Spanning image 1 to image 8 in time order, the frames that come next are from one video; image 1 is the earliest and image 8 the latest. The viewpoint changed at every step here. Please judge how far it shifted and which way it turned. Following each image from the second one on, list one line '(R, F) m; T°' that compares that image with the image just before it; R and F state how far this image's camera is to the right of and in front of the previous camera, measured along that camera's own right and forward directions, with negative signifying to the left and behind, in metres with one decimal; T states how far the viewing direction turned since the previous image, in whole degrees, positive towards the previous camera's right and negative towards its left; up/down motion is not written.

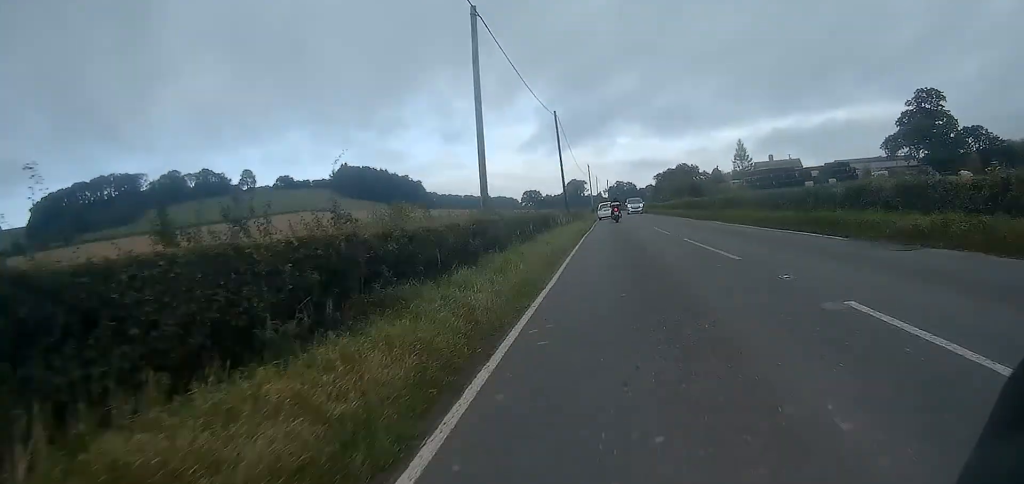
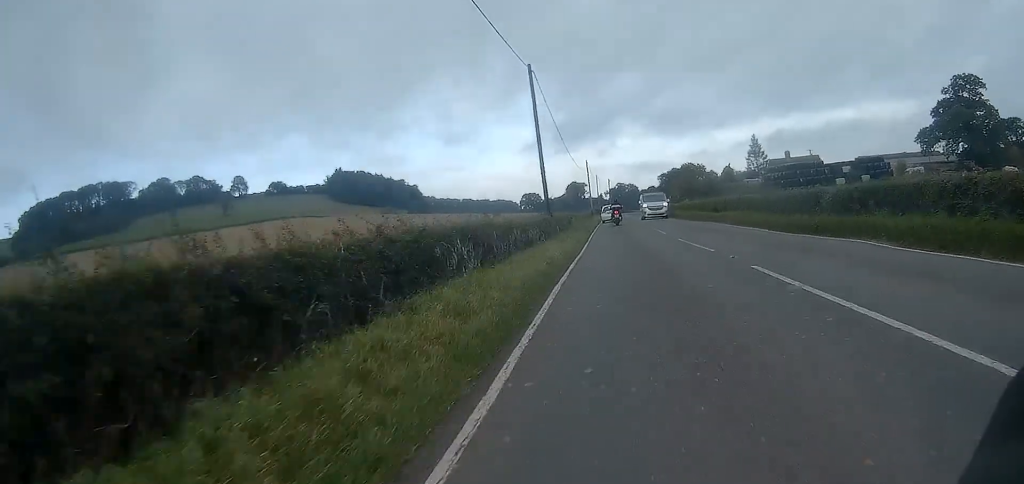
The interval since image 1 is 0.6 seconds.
(0.0, +16.3) m; 0°
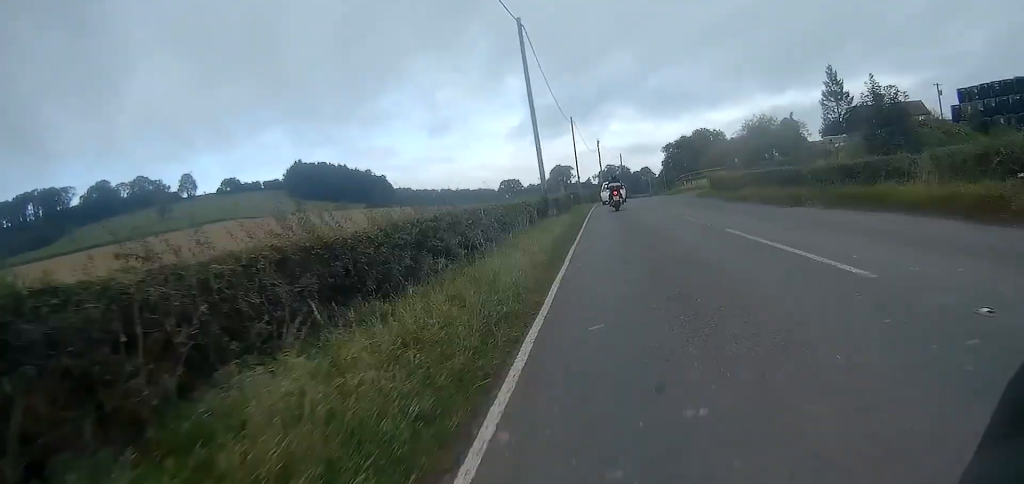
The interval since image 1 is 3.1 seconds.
(+0.1, +63.9) m; 0°
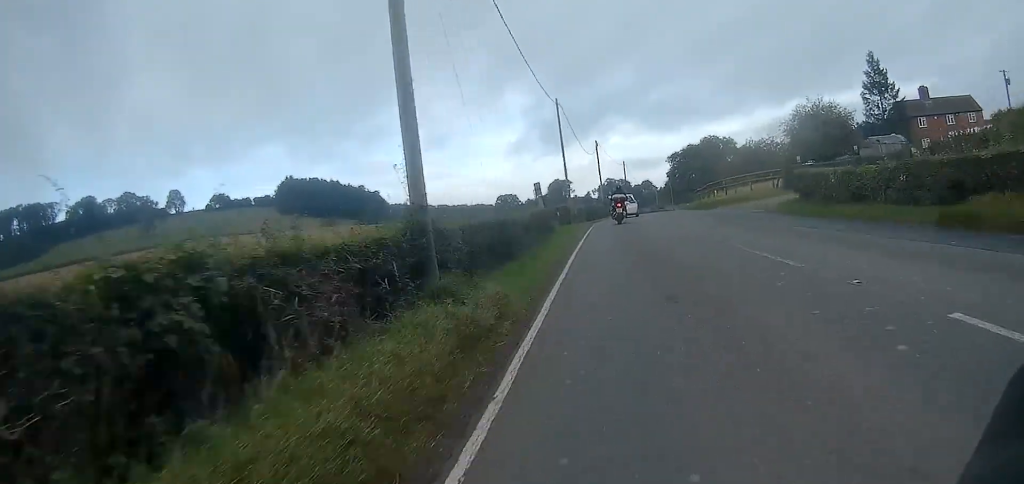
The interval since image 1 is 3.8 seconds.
(0.0, +16.8) m; +1°
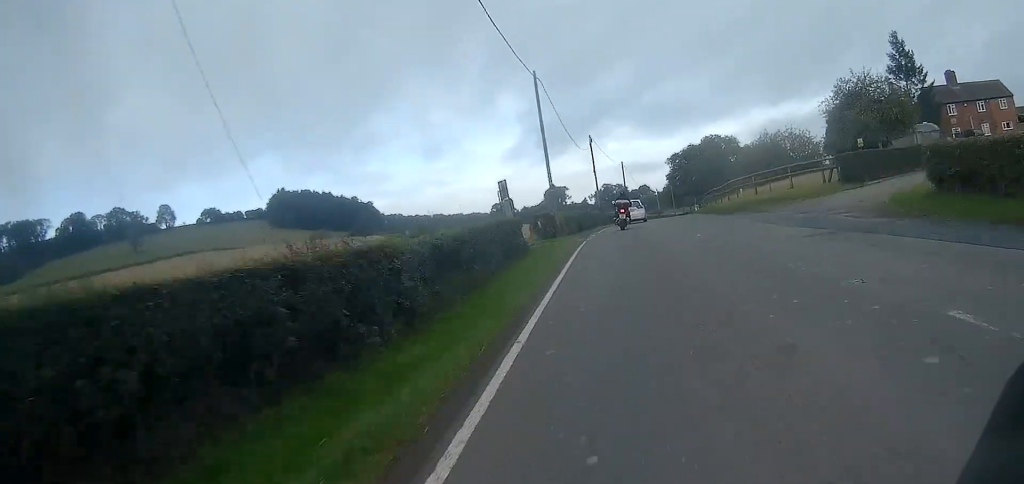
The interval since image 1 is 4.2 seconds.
(0.0, +9.4) m; +1°
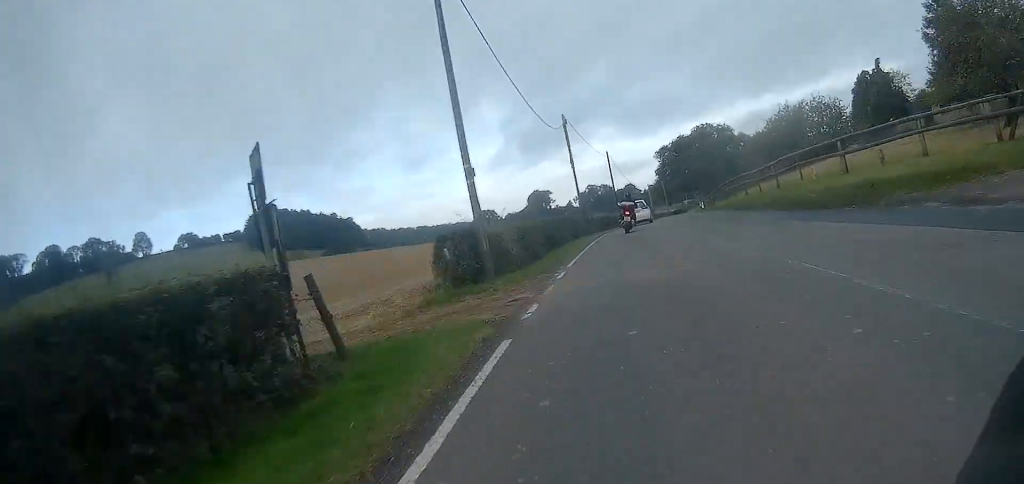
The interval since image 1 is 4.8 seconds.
(+0.1, +14.7) m; +1°
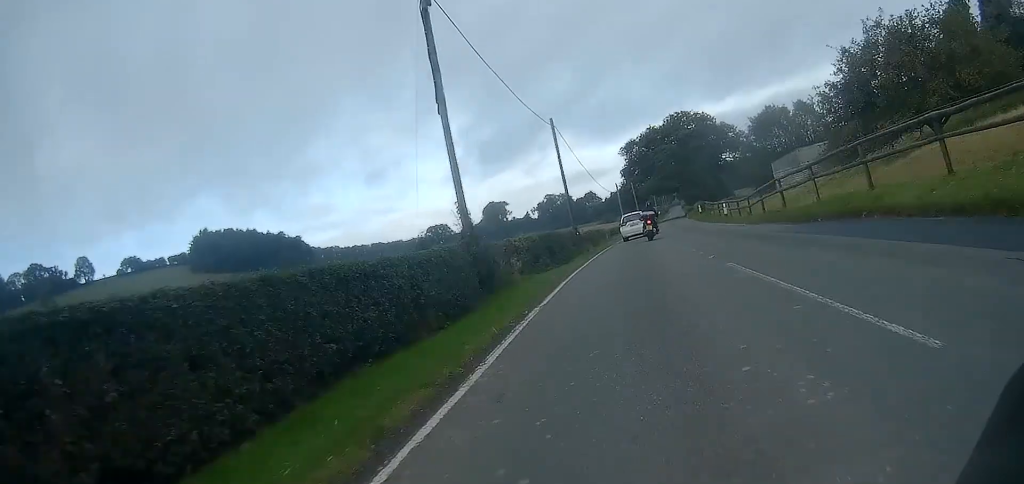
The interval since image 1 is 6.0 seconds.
(+0.7, +27.2) m; +3°
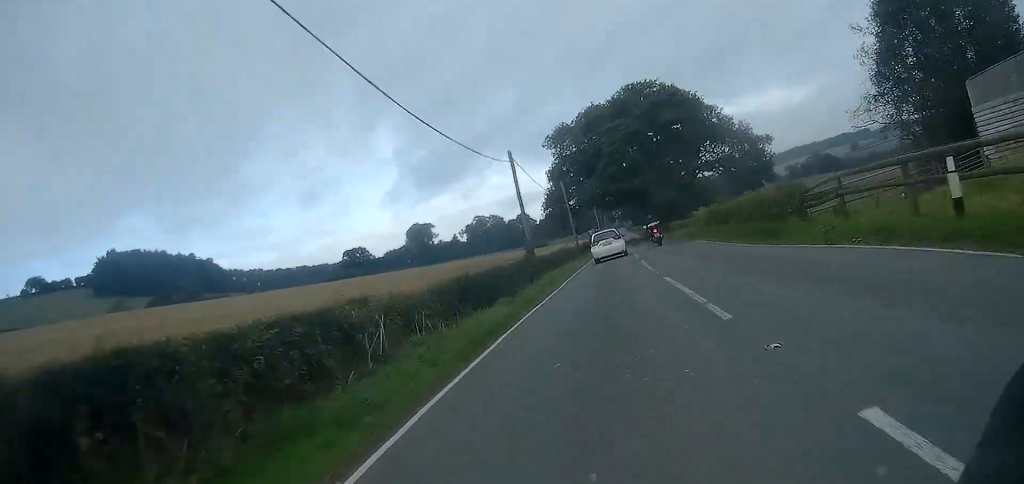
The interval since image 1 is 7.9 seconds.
(+2.2, +44.1) m; +5°
